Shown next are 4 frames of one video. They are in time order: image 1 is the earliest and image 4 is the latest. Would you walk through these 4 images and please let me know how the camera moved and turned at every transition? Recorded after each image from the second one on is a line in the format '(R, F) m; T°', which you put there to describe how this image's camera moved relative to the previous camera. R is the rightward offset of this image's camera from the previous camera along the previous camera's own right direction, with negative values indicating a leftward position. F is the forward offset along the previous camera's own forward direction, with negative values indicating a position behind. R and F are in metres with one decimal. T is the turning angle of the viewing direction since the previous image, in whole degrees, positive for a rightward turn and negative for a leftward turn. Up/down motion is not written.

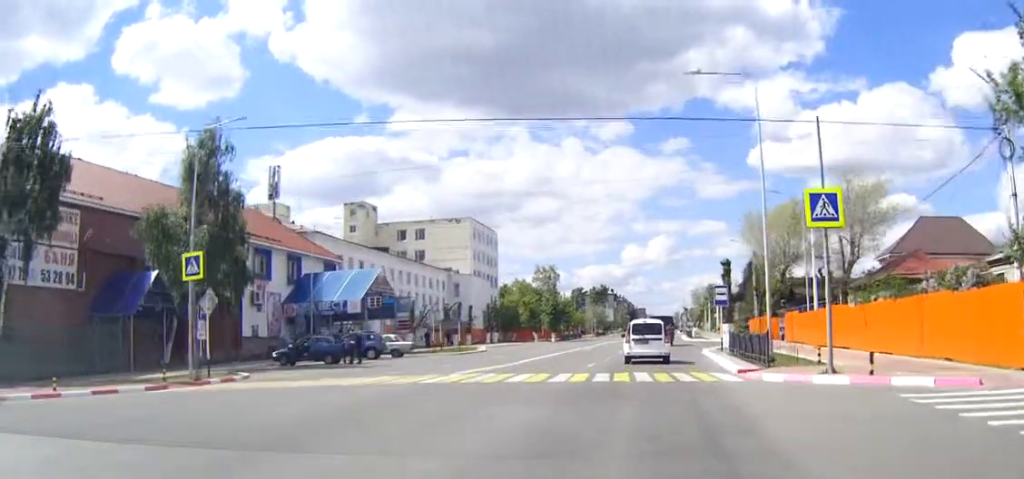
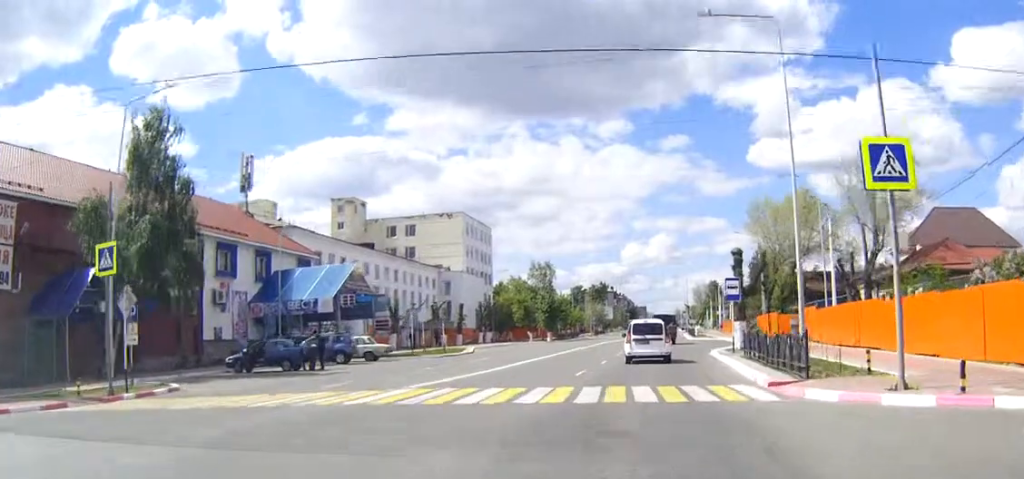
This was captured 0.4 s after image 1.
(0.0, +5.6) m; 0°
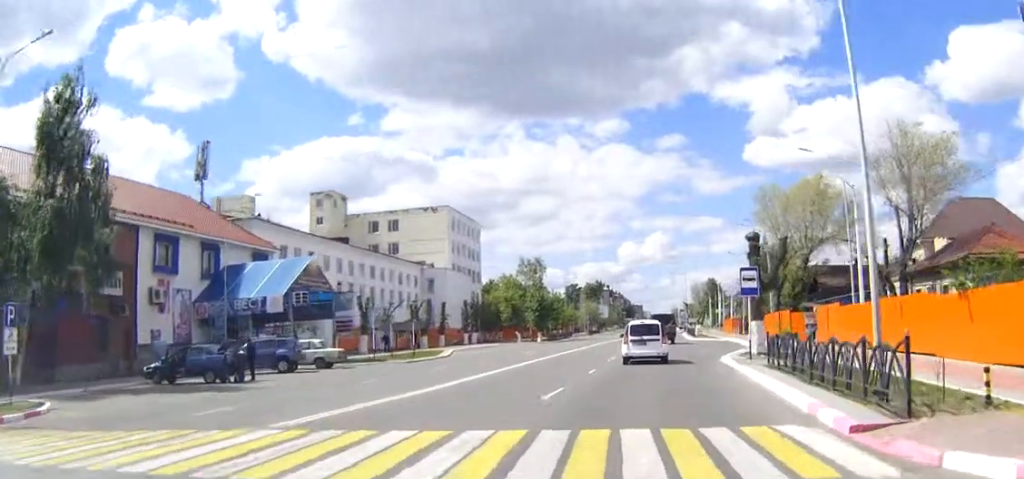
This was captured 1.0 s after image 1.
(0.0, +7.4) m; 0°
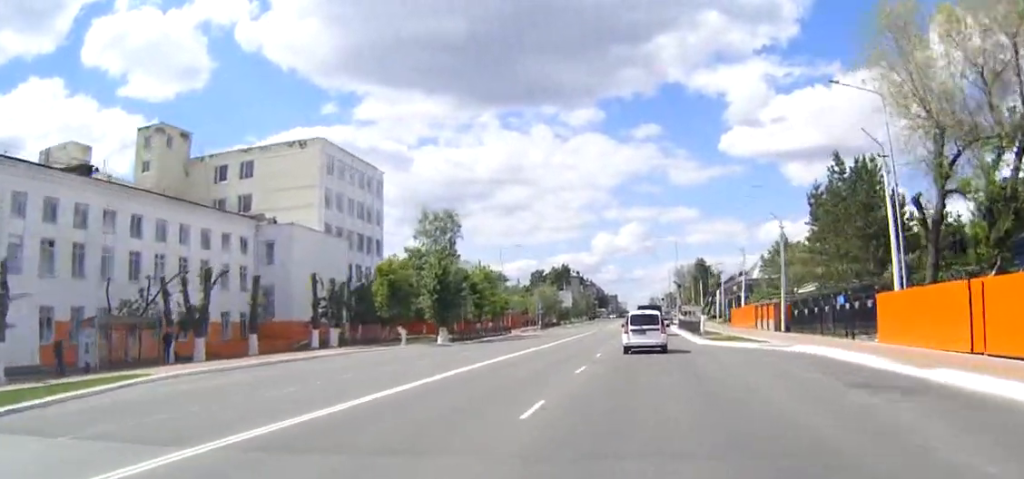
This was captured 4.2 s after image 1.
(+0.2, +42.8) m; +1°
